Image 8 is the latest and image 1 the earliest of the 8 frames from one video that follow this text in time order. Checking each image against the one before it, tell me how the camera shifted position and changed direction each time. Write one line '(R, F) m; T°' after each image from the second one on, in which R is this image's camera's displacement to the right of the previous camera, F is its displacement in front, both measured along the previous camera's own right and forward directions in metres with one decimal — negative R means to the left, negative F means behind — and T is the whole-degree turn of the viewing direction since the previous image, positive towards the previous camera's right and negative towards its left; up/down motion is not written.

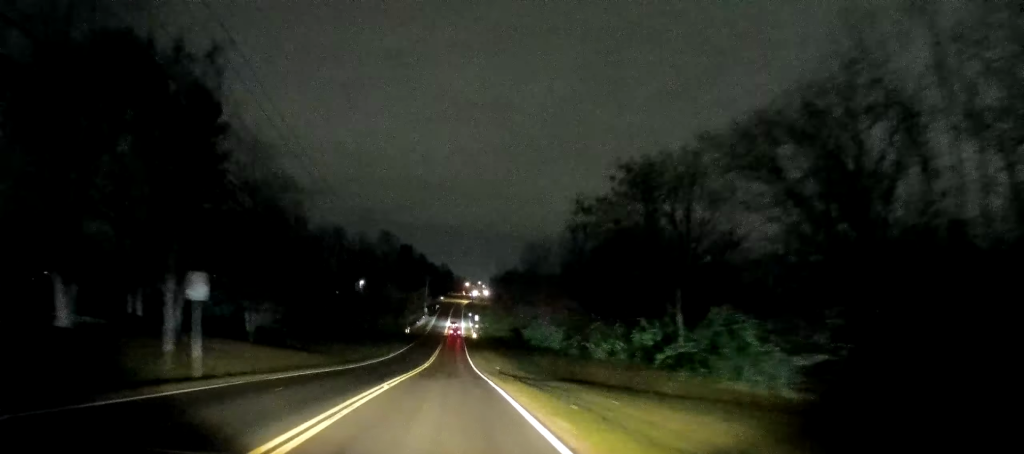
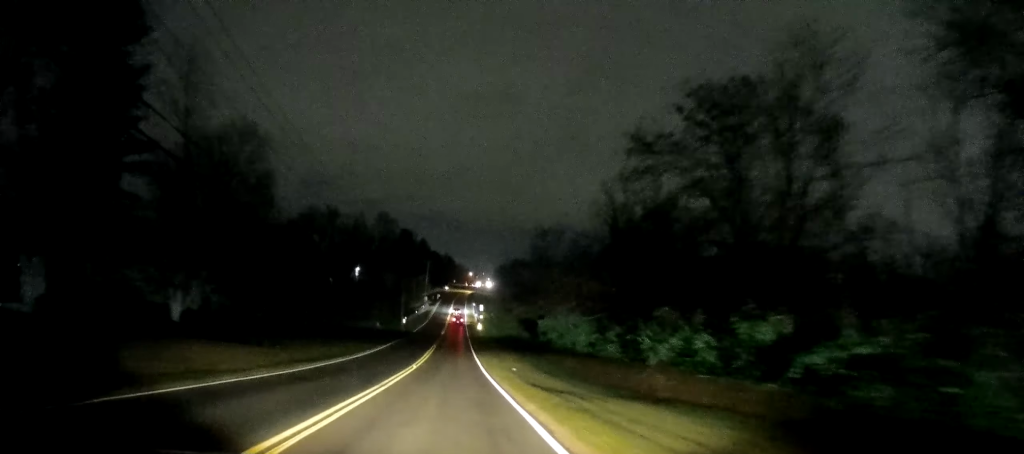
(-0.2, +12.2) m; 0°
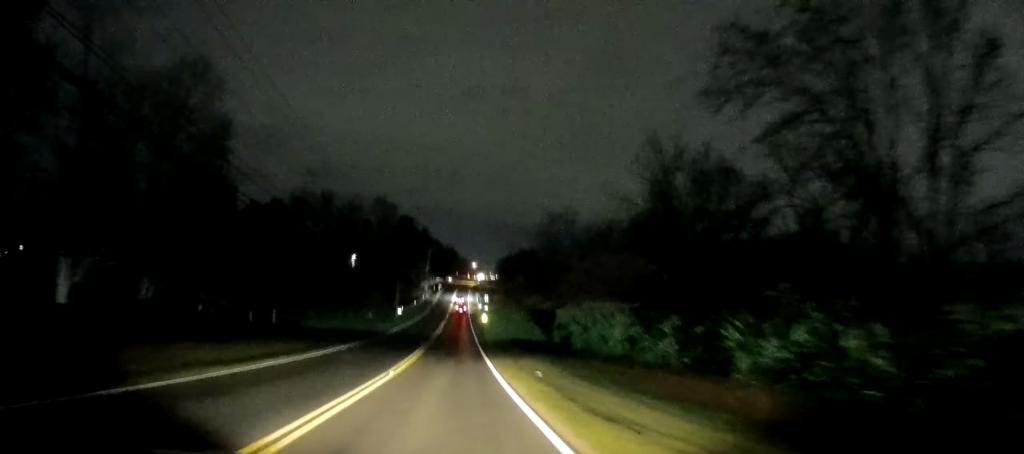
(+0.2, +10.2) m; +1°
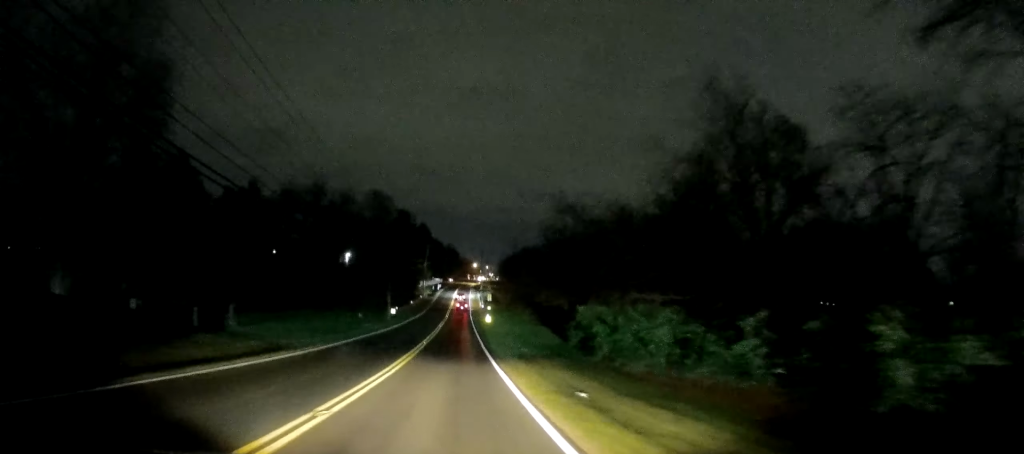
(+0.1, +8.8) m; 0°
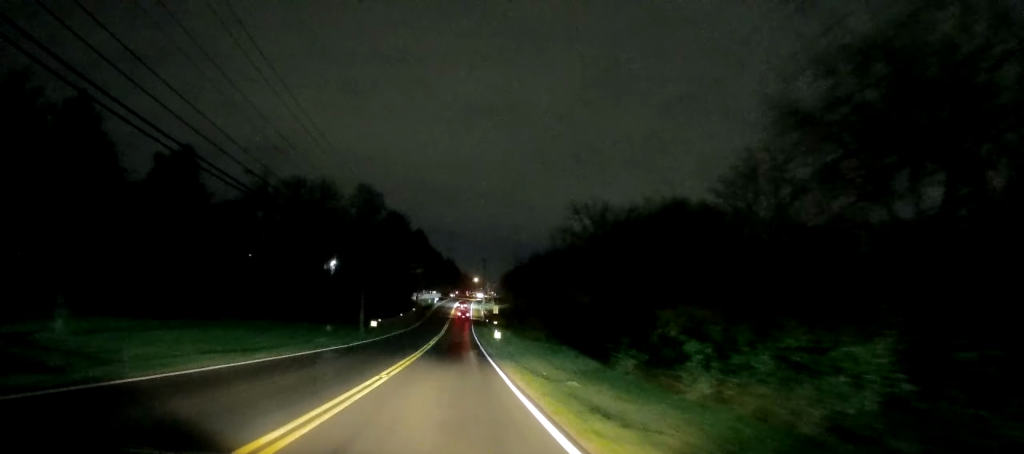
(+0.1, +17.1) m; -1°
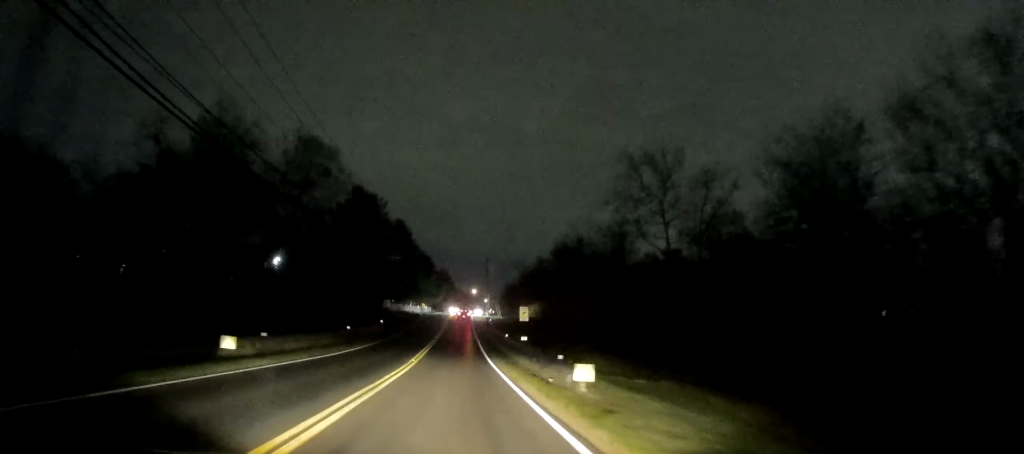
(-0.2, +37.5) m; 0°
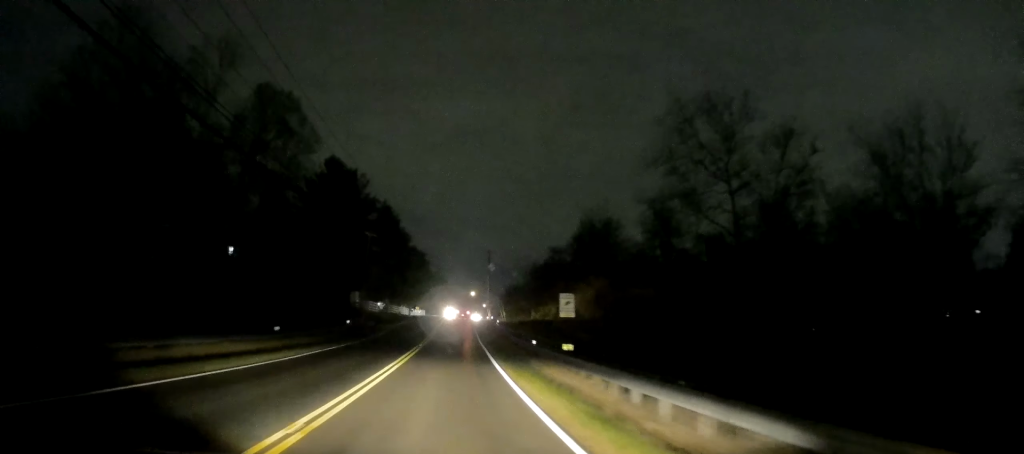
(-0.2, +17.7) m; -1°
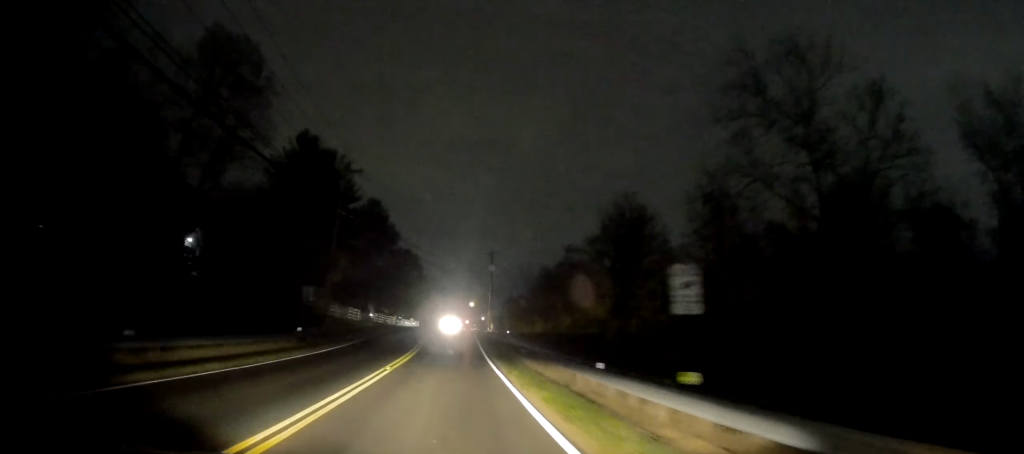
(-0.1, +13.6) m; 0°
